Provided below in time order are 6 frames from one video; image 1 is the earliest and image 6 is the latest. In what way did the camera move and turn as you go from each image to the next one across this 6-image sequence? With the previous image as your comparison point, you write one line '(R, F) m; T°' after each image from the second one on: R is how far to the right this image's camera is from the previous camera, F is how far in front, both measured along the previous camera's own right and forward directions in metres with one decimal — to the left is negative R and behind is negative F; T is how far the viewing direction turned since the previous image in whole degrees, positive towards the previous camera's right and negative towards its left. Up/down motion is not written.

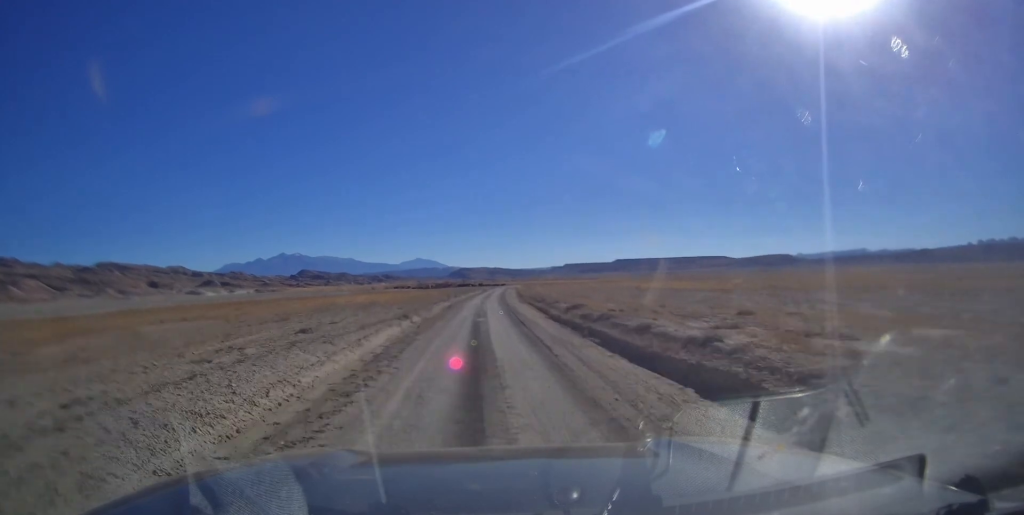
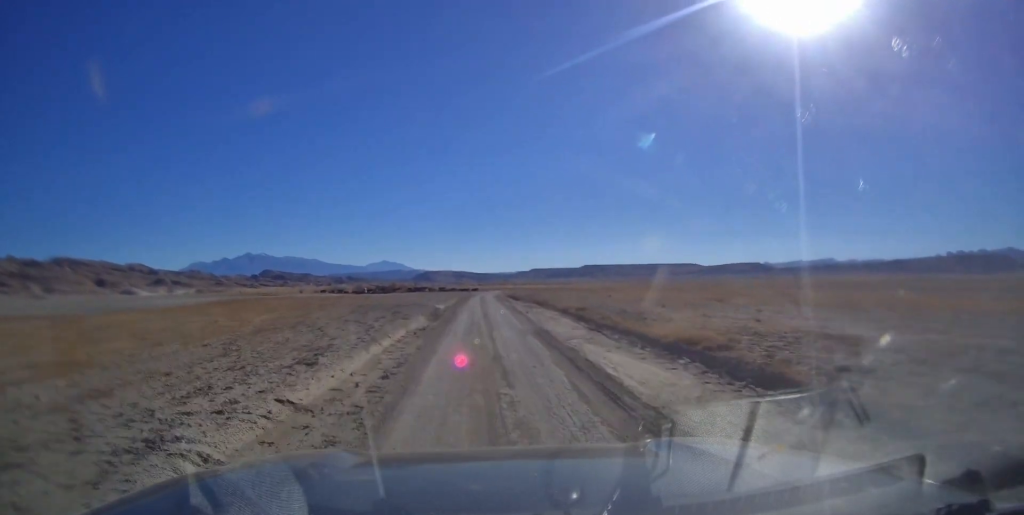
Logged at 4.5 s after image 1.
(+2.4, +87.0) m; +4°
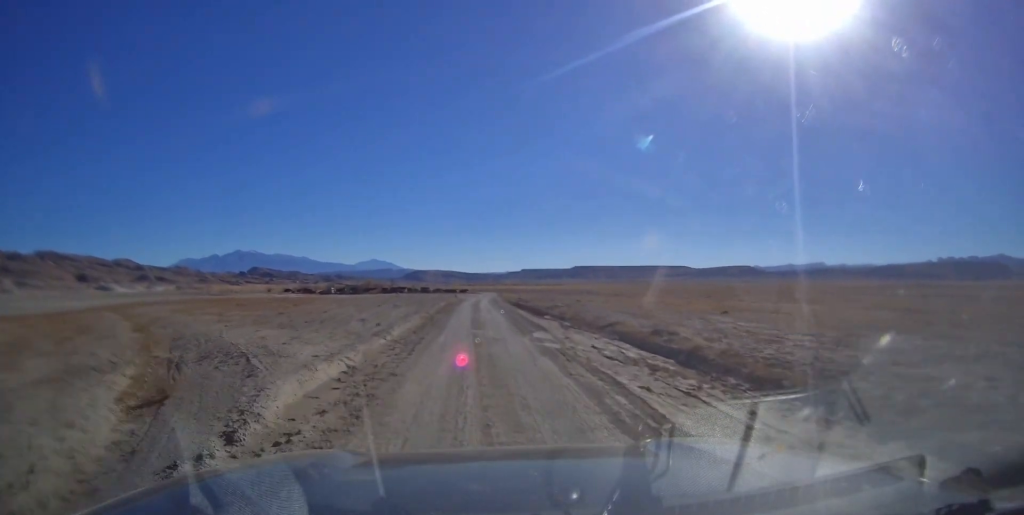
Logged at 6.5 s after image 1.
(+0.3, +32.6) m; +1°
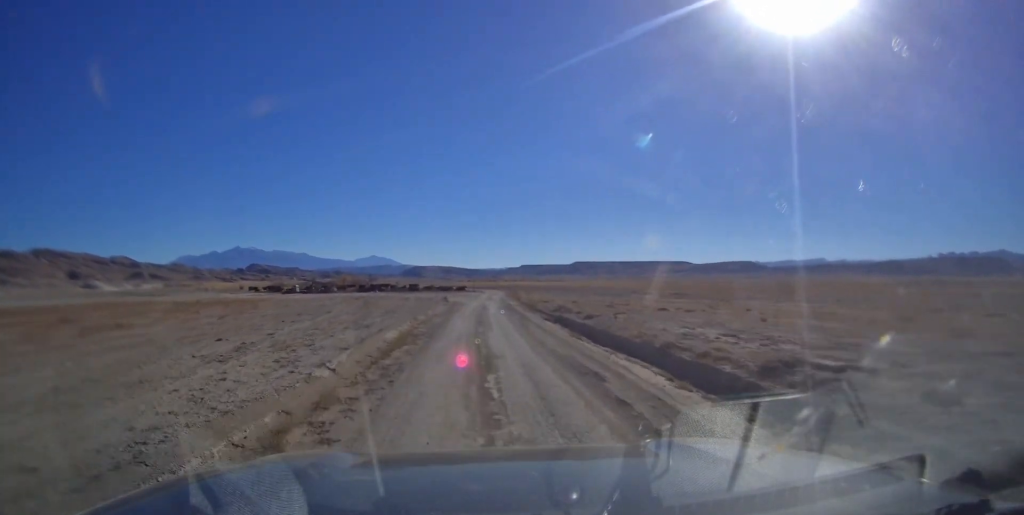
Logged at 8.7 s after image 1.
(+0.3, +31.0) m; 0°
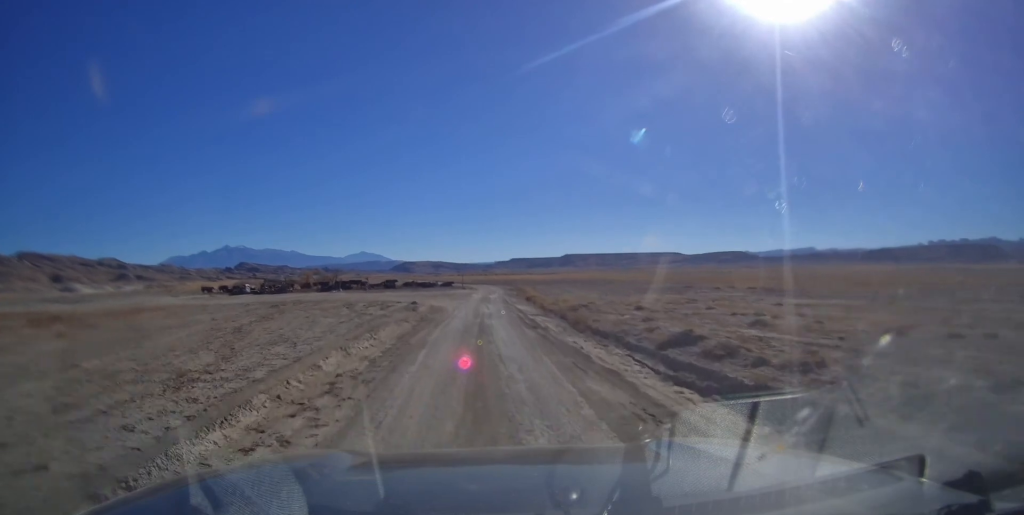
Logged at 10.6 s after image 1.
(-0.2, +22.8) m; 0°
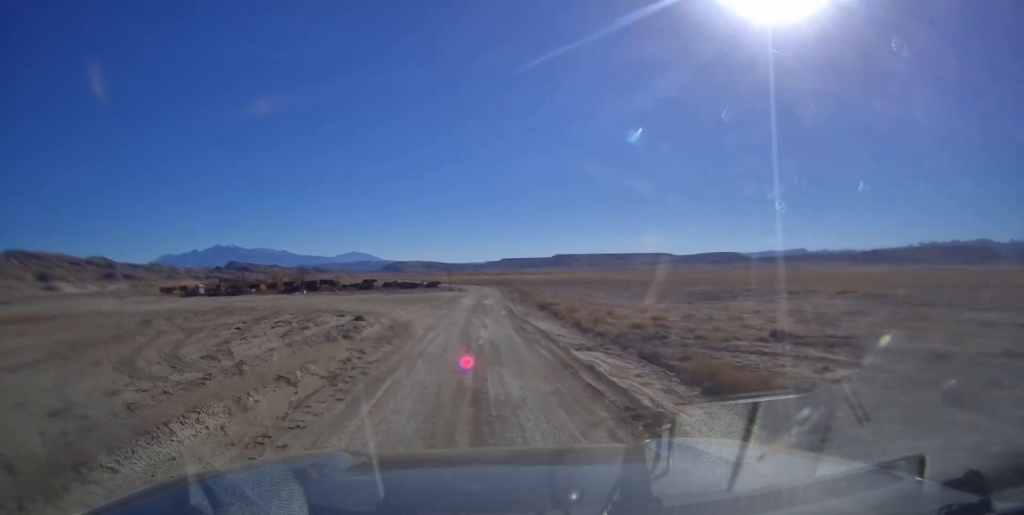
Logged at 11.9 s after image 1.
(+0.3, +14.6) m; +1°
